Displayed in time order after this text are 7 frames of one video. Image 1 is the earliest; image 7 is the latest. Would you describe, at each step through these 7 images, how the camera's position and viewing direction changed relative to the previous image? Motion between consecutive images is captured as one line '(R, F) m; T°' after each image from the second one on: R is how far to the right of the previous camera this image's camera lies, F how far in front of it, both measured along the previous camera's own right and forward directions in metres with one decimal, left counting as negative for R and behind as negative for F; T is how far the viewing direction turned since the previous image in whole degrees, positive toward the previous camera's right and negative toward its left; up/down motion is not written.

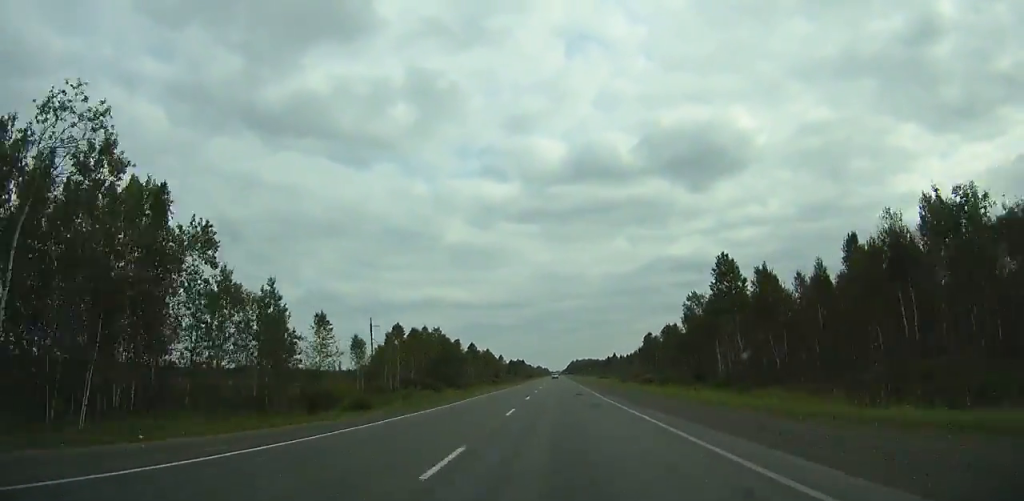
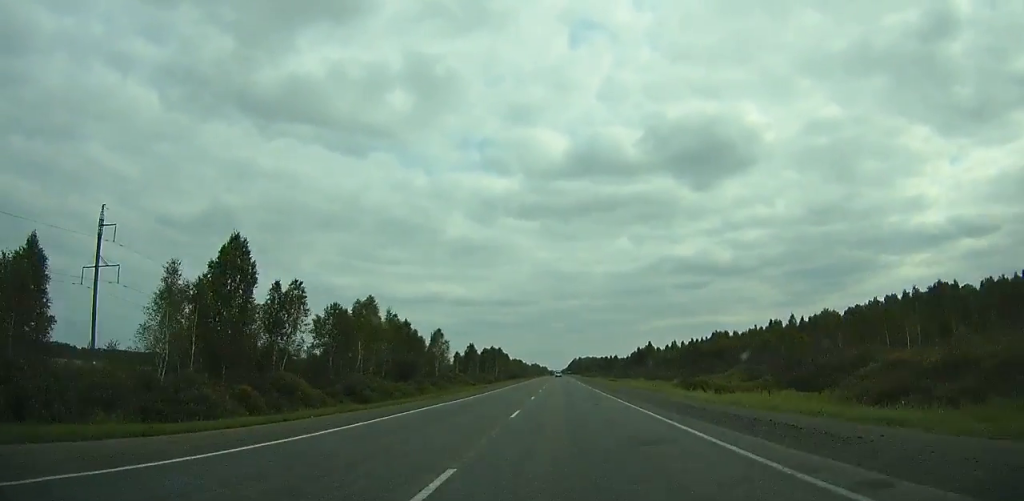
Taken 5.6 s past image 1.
(-0.3, +123.0) m; 0°
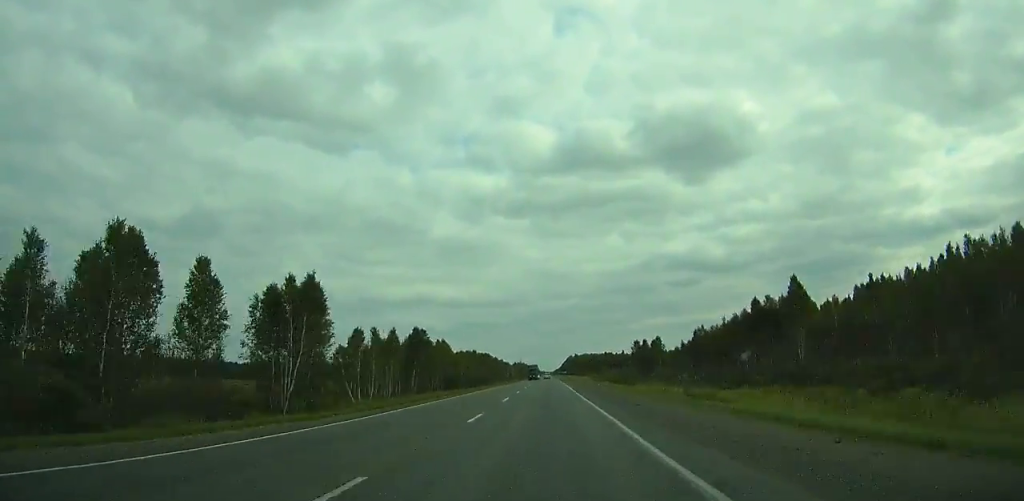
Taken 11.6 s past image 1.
(+1.0, +133.5) m; +1°
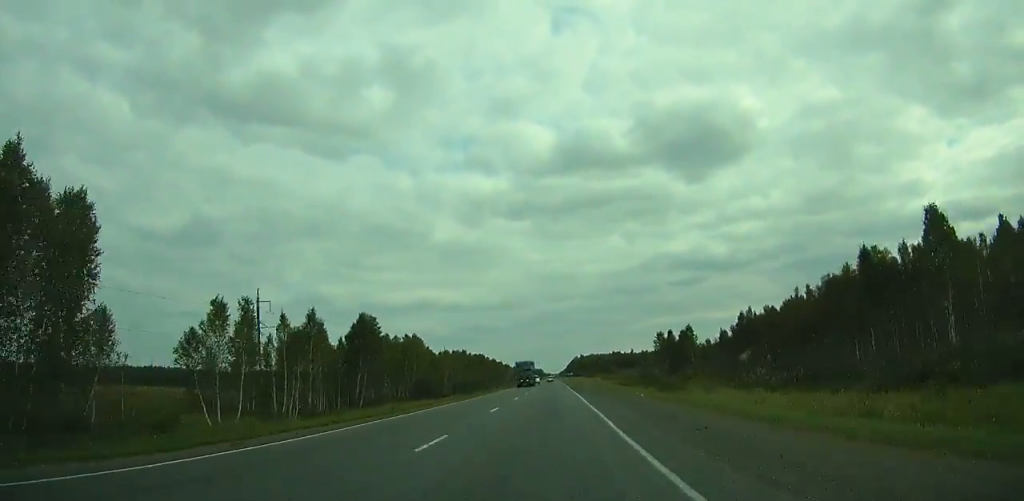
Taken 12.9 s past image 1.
(+0.2, +29.4) m; 0°
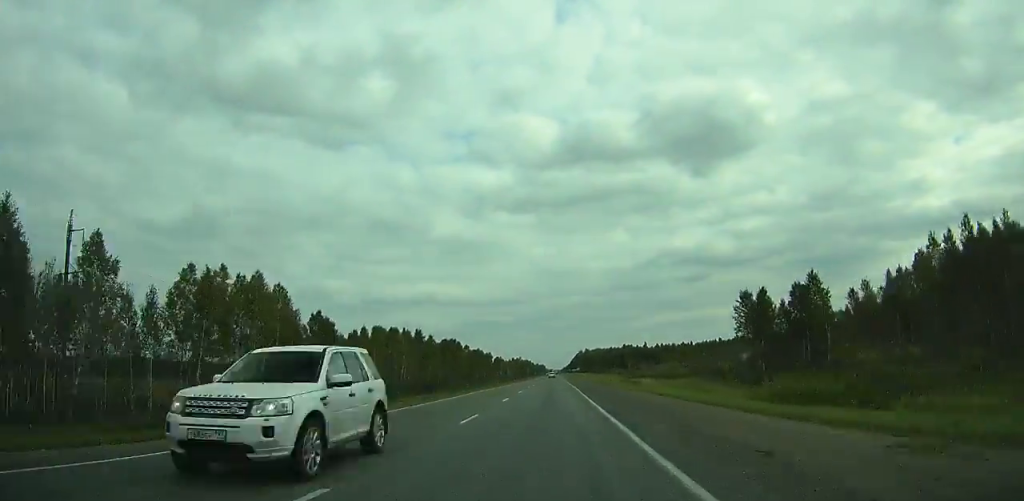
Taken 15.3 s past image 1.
(-0.3, +54.5) m; -1°
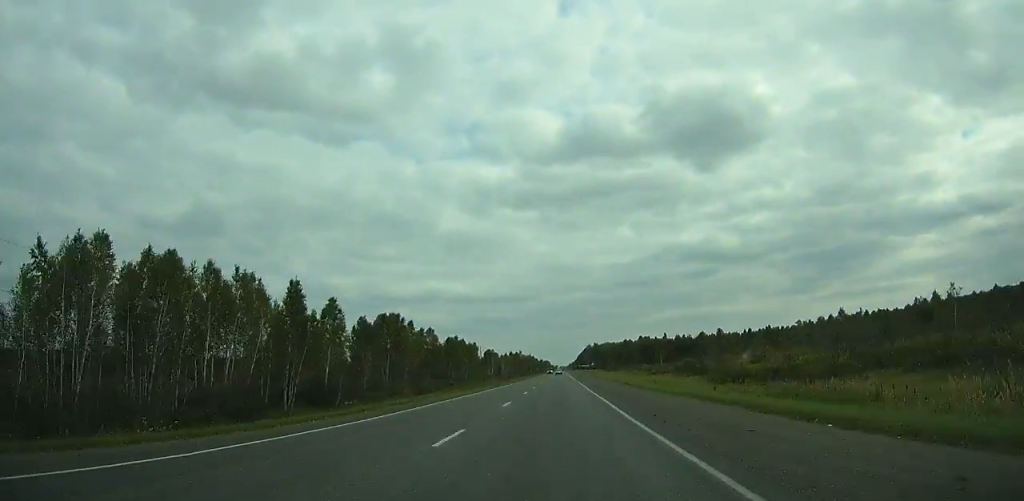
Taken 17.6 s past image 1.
(-0.3, +52.2) m; 0°
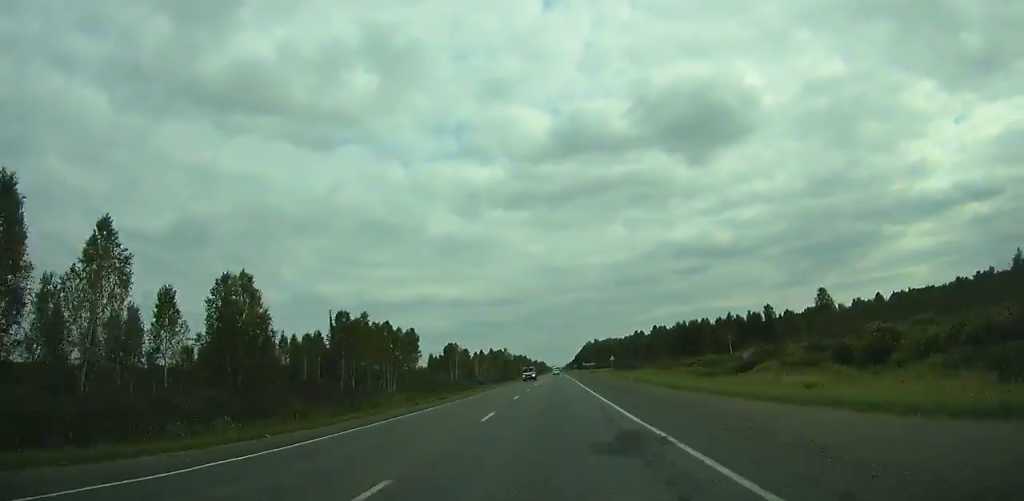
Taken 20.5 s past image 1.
(-0.1, +65.5) m; 0°
